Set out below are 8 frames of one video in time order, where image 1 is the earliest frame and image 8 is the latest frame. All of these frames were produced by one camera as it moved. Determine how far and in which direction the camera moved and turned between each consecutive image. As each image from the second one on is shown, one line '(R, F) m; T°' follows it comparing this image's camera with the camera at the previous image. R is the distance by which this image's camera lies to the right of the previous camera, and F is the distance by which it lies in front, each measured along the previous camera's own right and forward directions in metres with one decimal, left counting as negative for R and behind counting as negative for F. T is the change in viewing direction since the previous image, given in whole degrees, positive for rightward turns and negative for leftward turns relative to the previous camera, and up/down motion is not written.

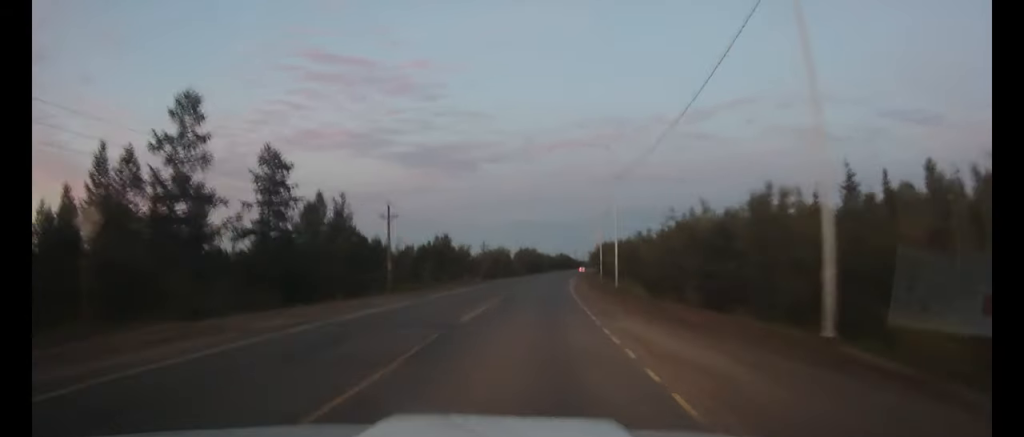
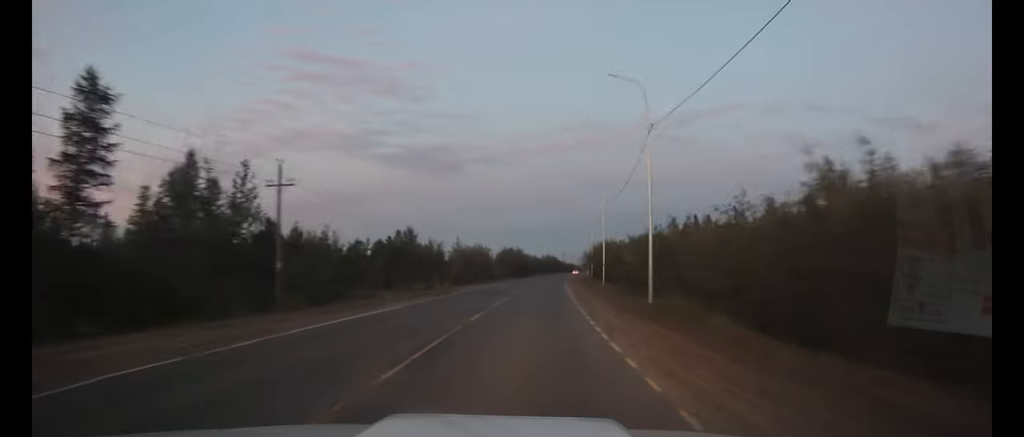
(+0.2, +17.8) m; +1°
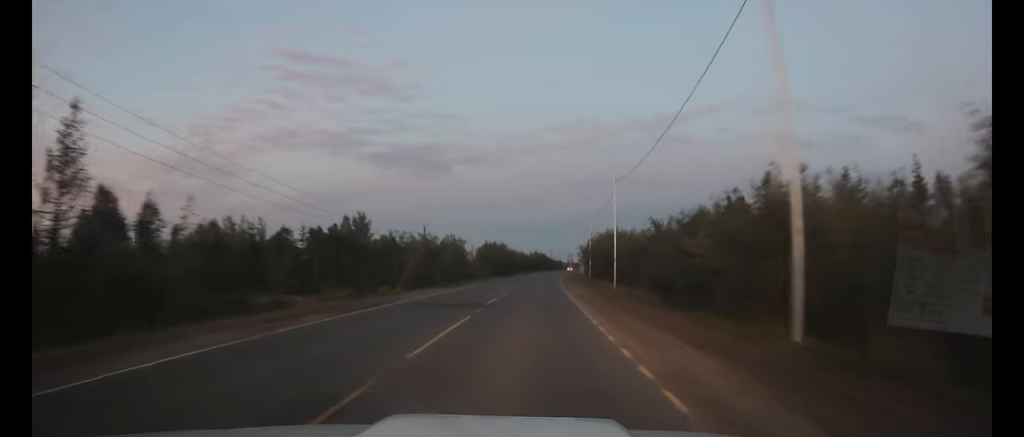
(+0.2, +17.0) m; +1°
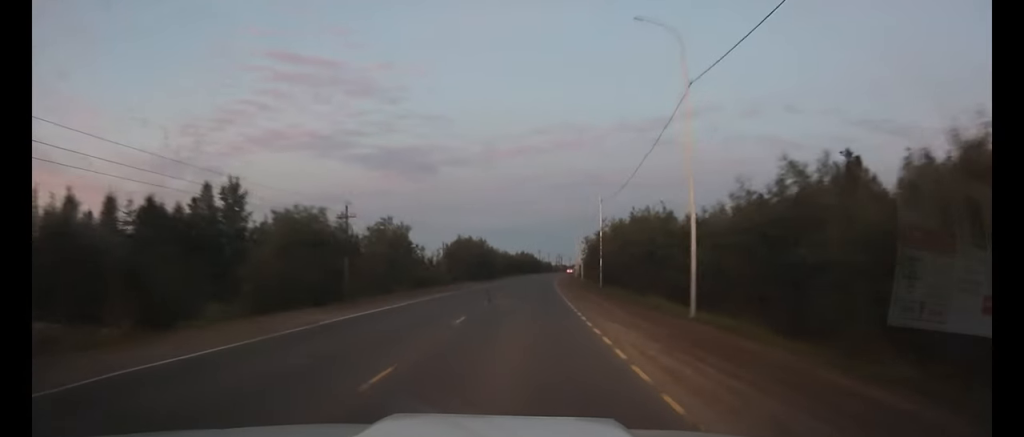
(+0.3, +25.1) m; +1°
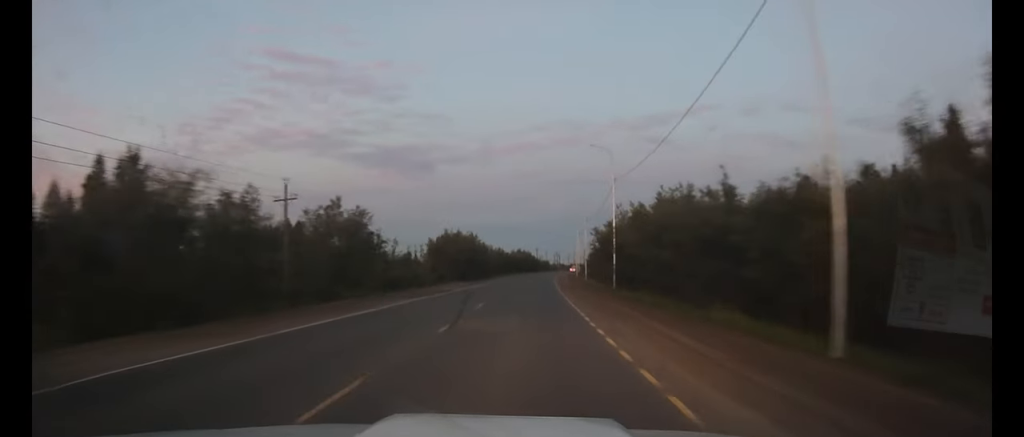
(0.0, +10.8) m; 0°
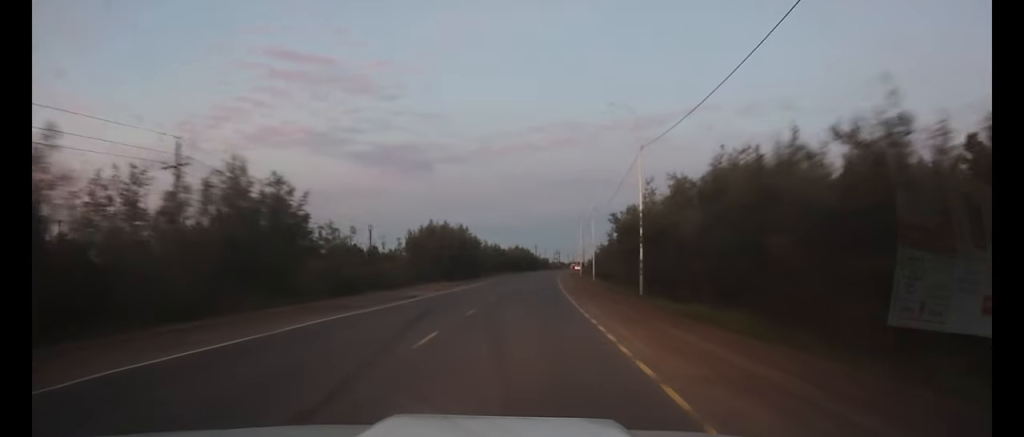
(0.0, +11.4) m; 0°
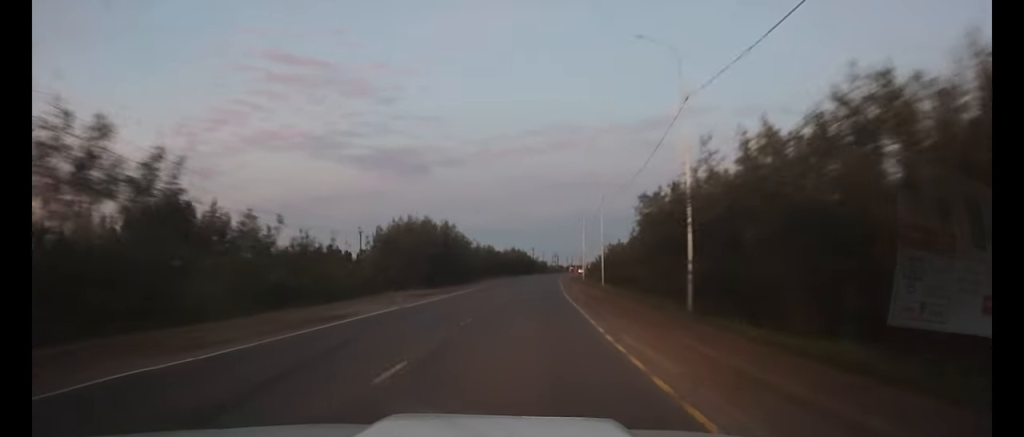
(+0.1, +10.9) m; 0°
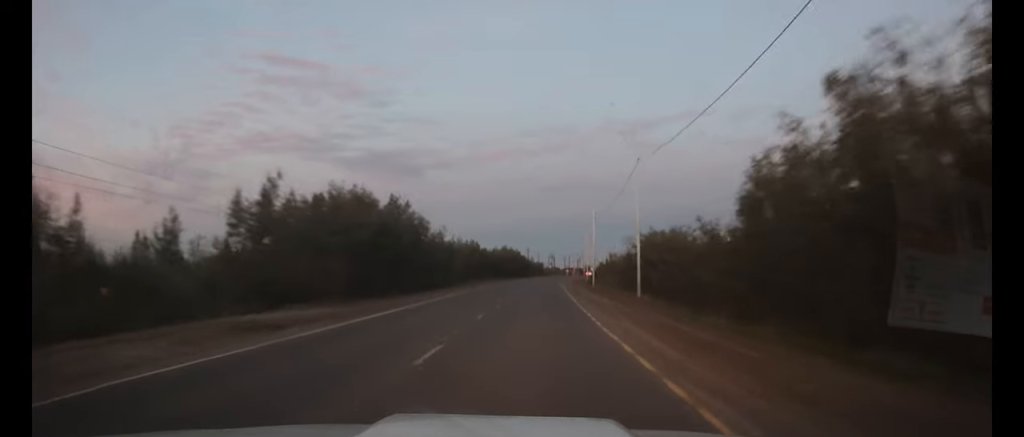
(+0.1, +21.9) m; +1°
